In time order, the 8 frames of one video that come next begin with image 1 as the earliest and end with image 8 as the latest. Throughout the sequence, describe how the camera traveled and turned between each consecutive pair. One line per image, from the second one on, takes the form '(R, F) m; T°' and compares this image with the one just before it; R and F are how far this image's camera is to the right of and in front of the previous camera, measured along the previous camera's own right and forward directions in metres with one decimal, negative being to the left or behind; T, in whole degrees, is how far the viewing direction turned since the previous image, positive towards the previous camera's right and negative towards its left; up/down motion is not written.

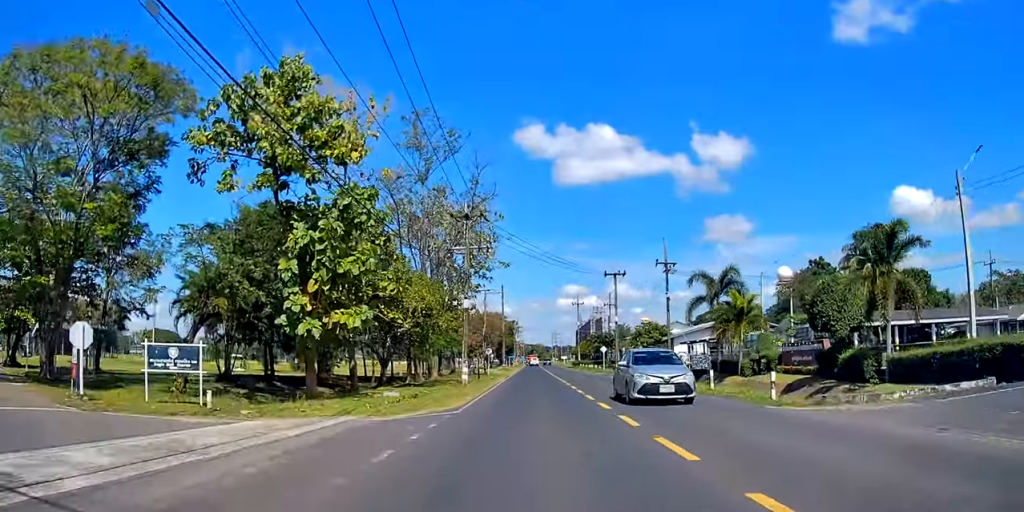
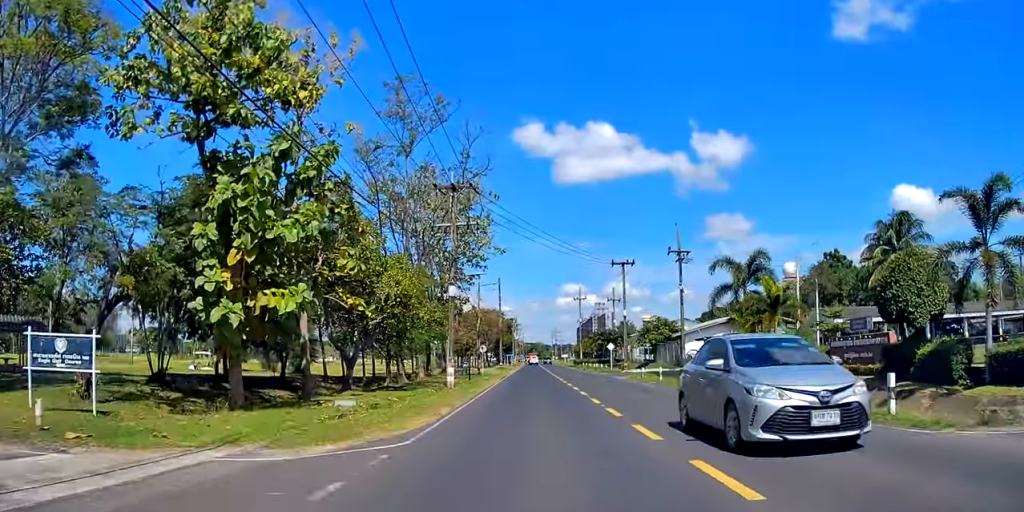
(0.0, +6.7) m; +1°
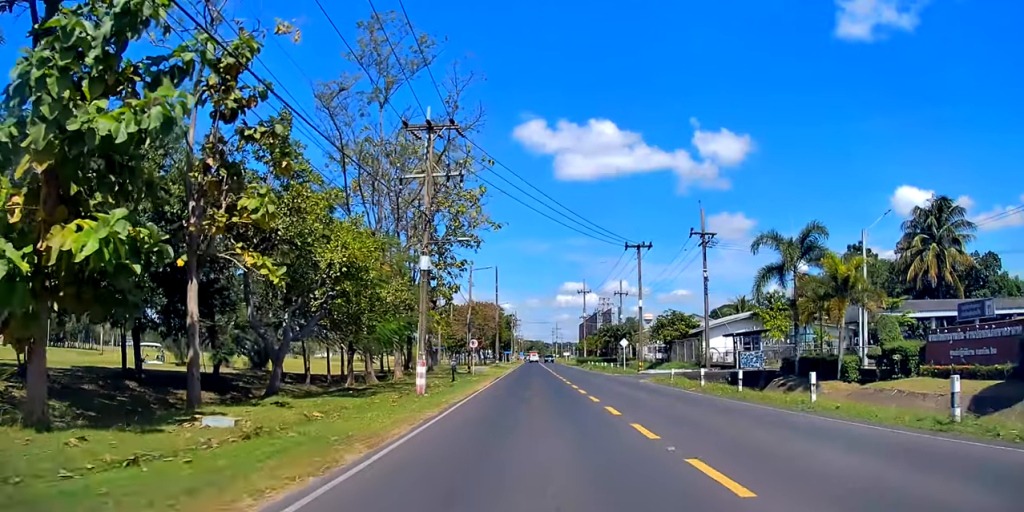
(-0.2, +8.1) m; +1°
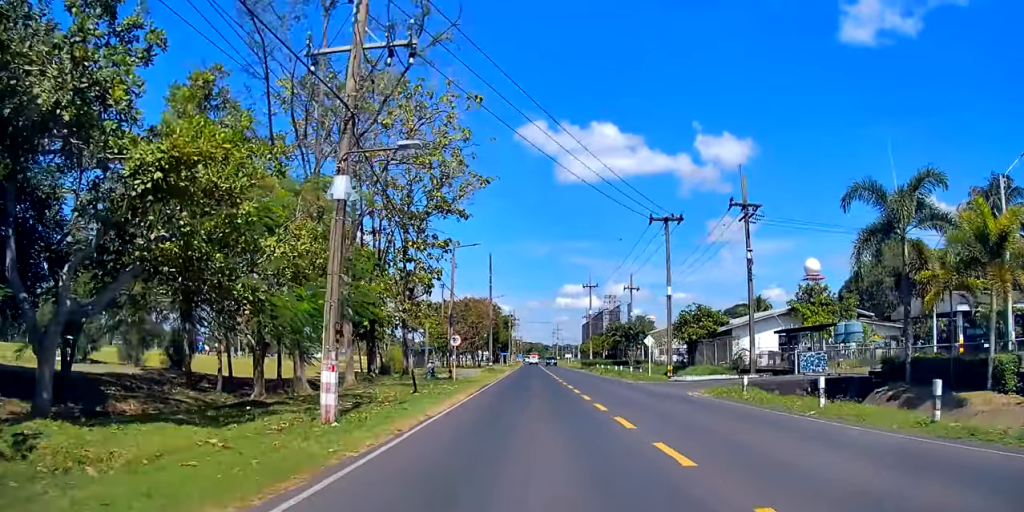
(+0.3, +10.9) m; +1°
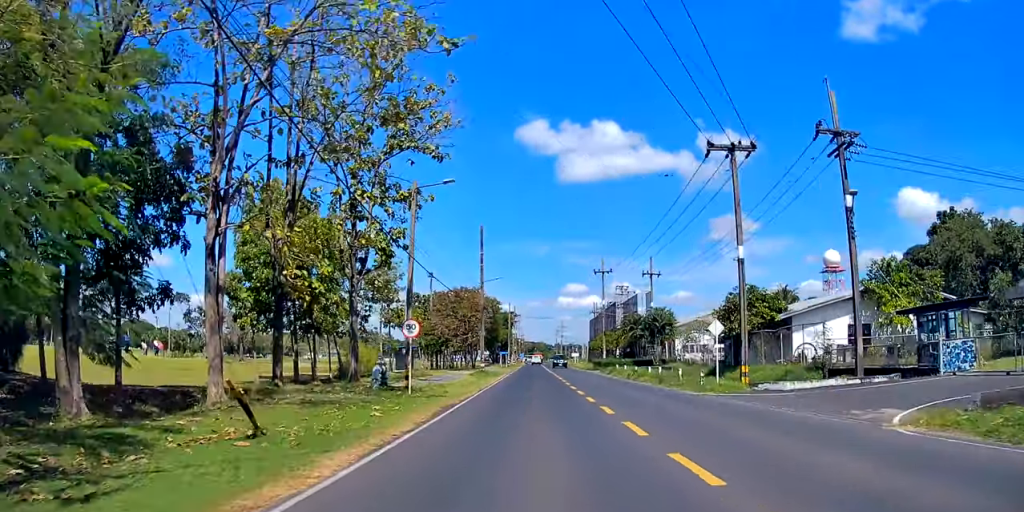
(+0.1, +13.6) m; 0°
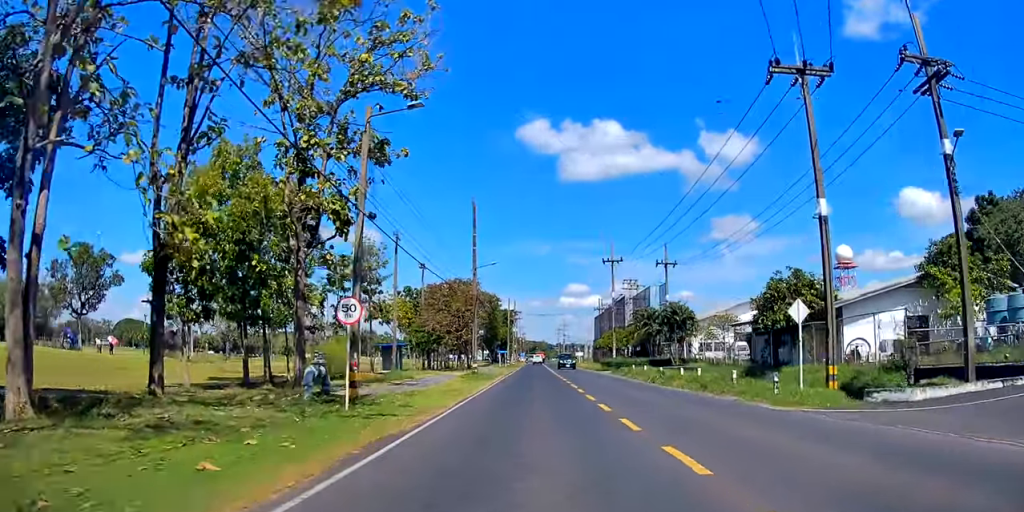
(-0.1, +7.7) m; 0°
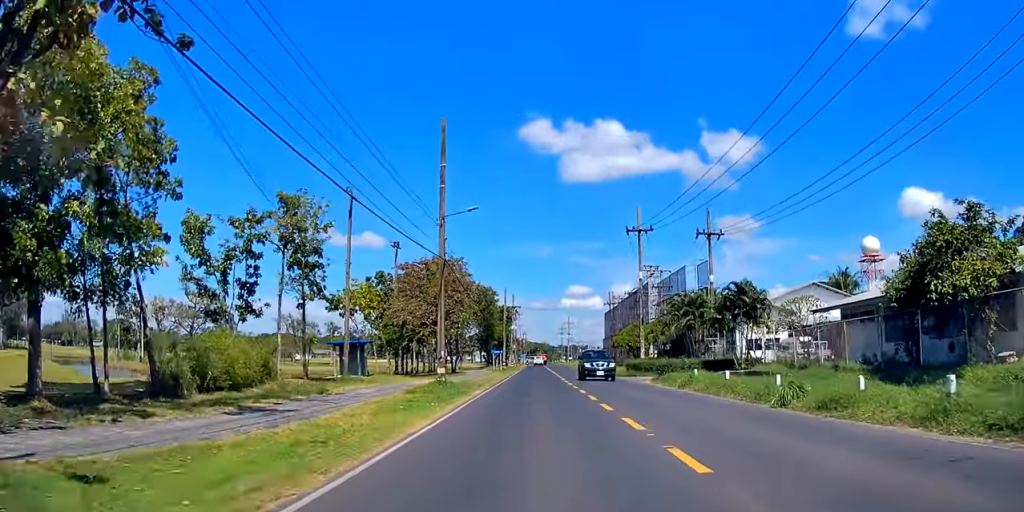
(0.0, +15.9) m; 0°
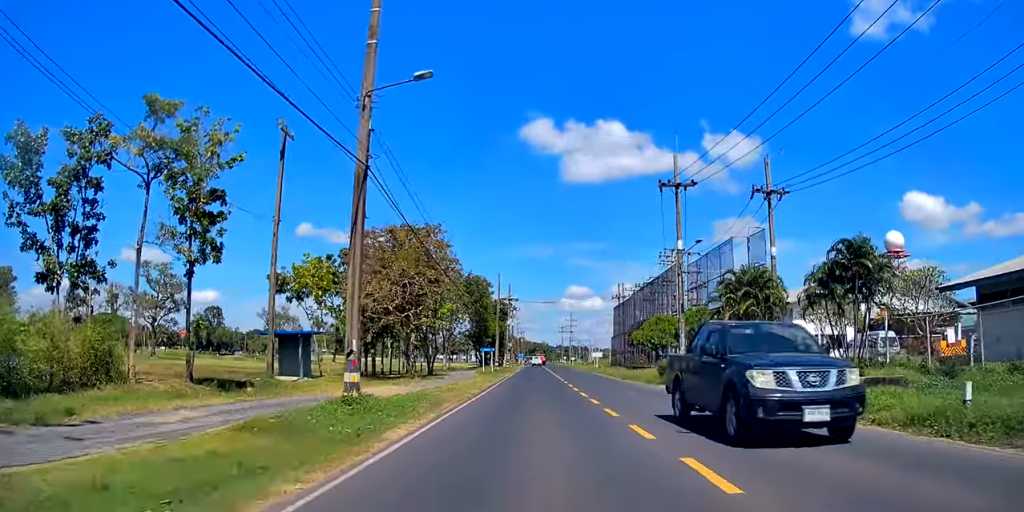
(+0.1, +12.9) m; +1°
